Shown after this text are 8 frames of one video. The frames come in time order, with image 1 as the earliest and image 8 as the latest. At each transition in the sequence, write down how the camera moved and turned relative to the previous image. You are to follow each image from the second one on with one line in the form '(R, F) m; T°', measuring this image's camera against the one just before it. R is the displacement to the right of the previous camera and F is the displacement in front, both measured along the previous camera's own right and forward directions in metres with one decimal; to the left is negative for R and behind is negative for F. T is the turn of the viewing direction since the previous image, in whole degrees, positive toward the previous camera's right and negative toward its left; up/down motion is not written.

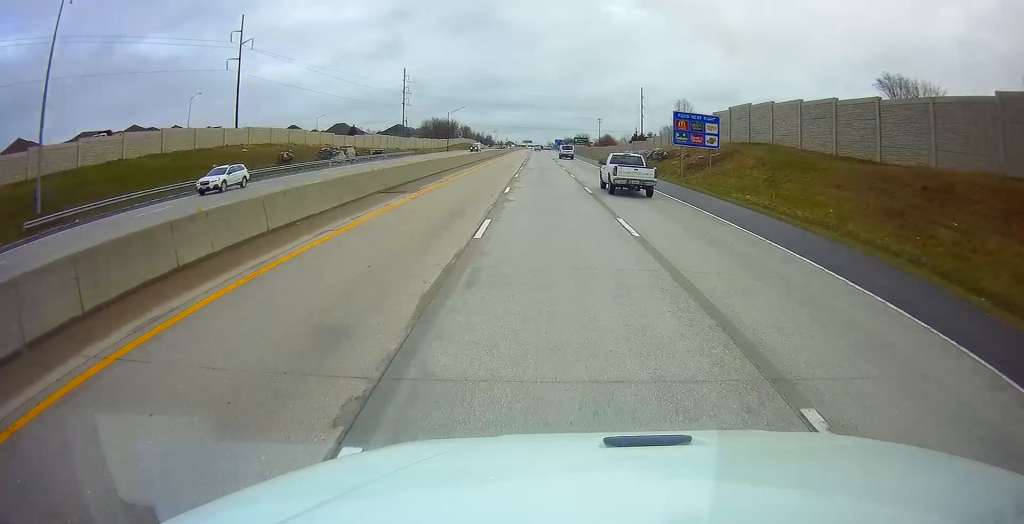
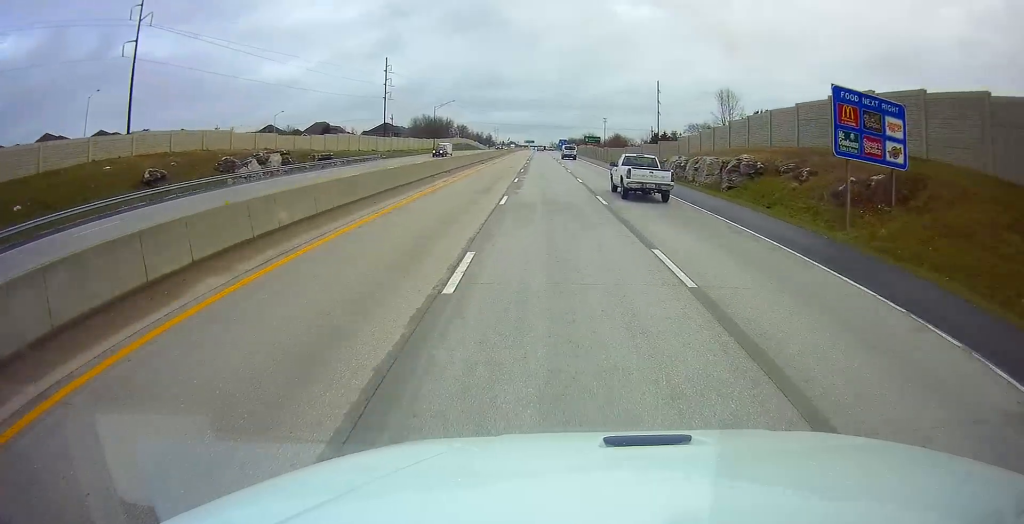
(-0.2, +29.1) m; 0°
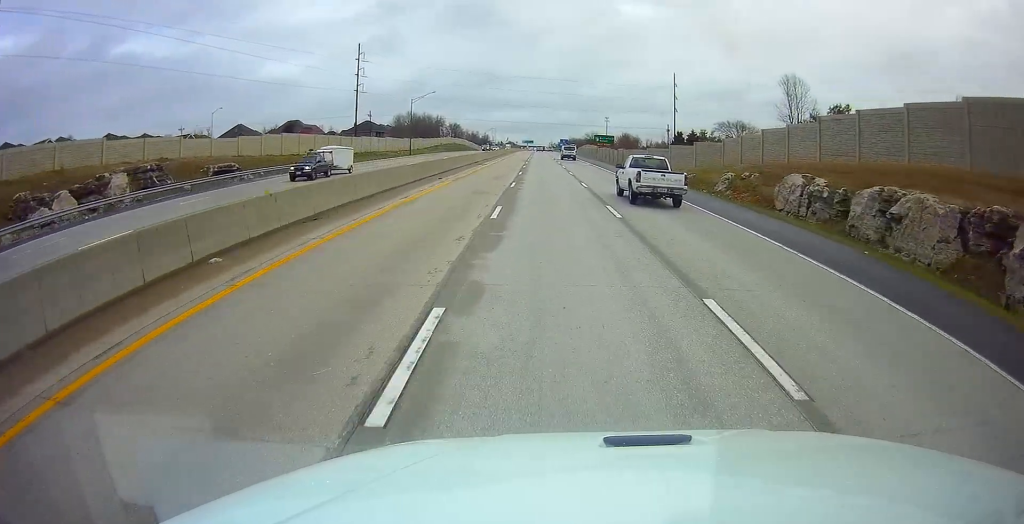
(0.0, +28.2) m; 0°
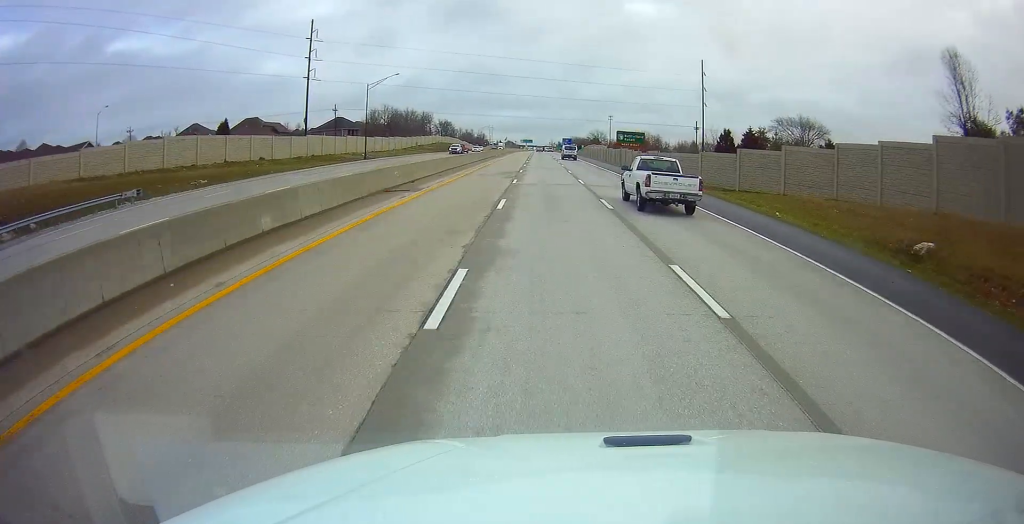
(0.0, +34.3) m; 0°
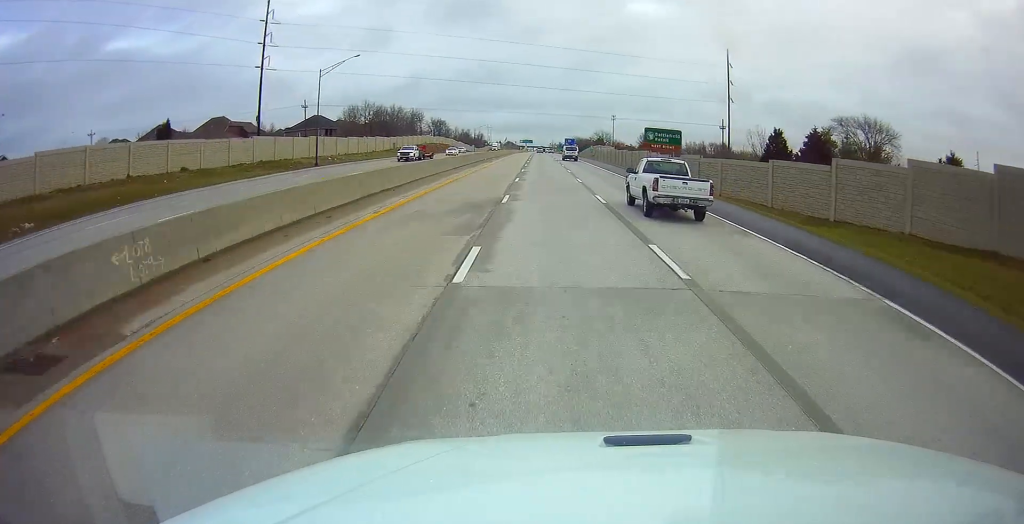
(0.0, +22.2) m; 0°
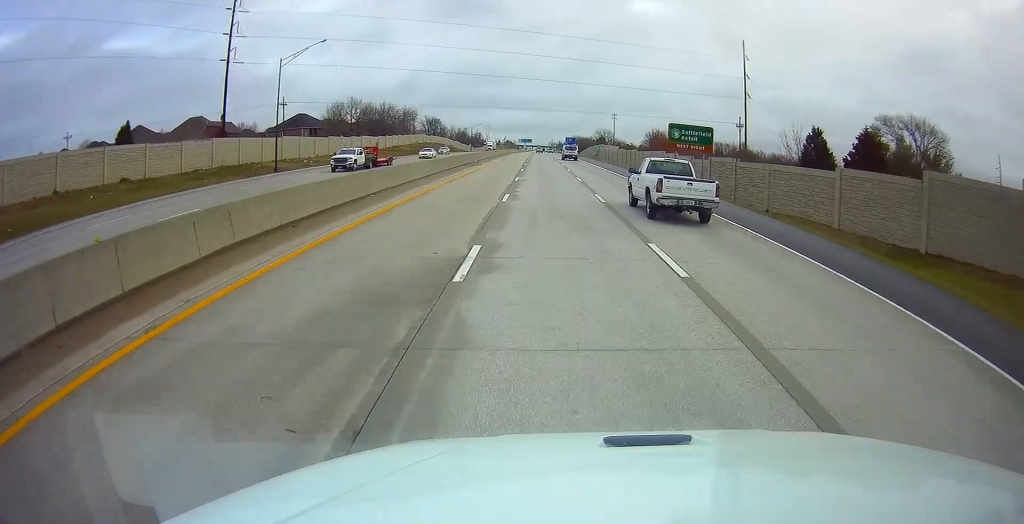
(0.0, +12.1) m; 0°
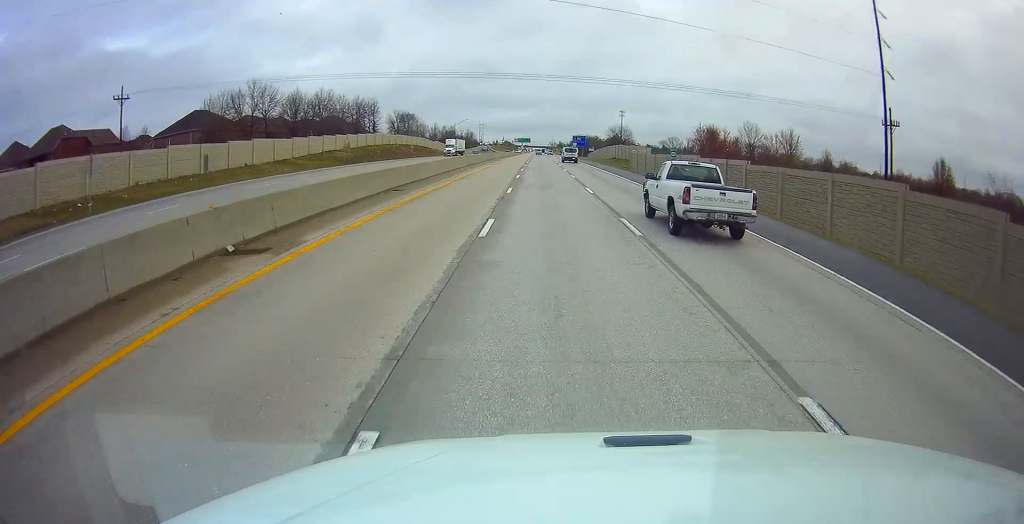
(+1.0, +56.3) m; +1°
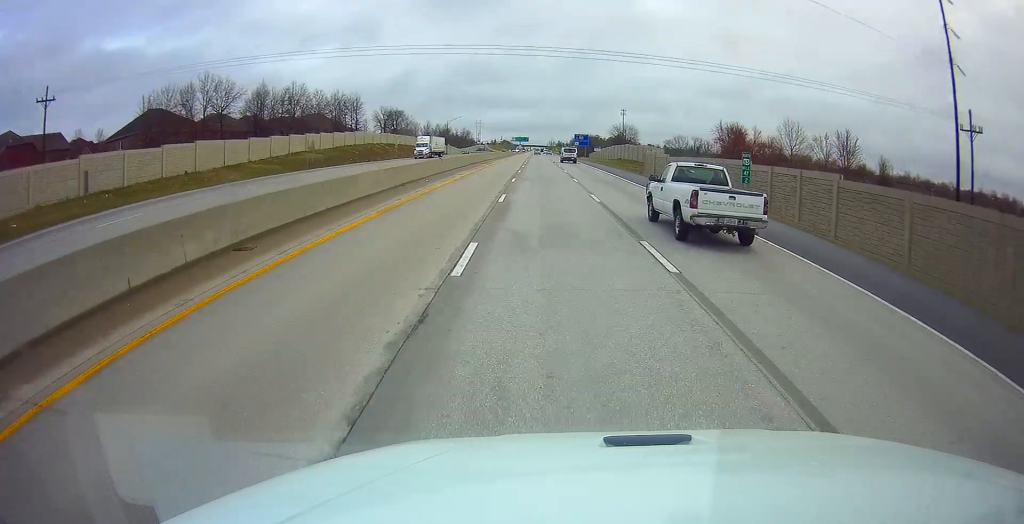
(0.0, +16.2) m; 0°
